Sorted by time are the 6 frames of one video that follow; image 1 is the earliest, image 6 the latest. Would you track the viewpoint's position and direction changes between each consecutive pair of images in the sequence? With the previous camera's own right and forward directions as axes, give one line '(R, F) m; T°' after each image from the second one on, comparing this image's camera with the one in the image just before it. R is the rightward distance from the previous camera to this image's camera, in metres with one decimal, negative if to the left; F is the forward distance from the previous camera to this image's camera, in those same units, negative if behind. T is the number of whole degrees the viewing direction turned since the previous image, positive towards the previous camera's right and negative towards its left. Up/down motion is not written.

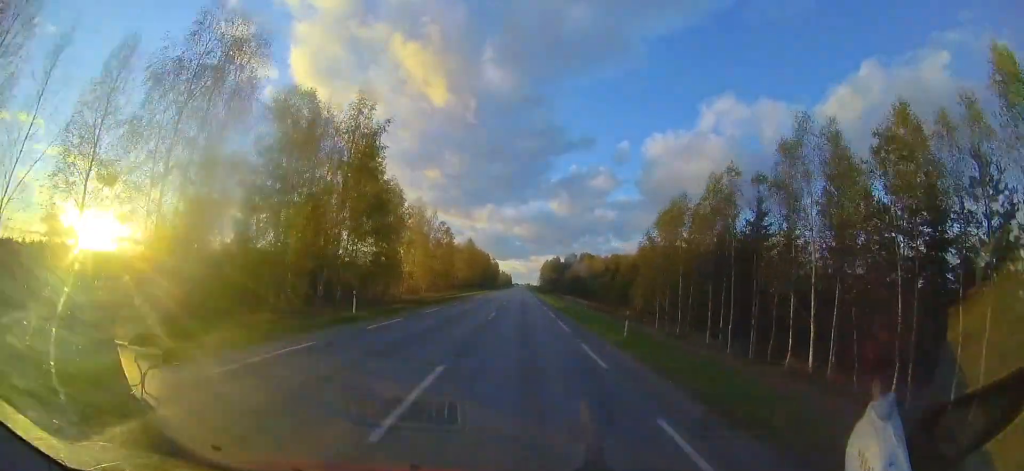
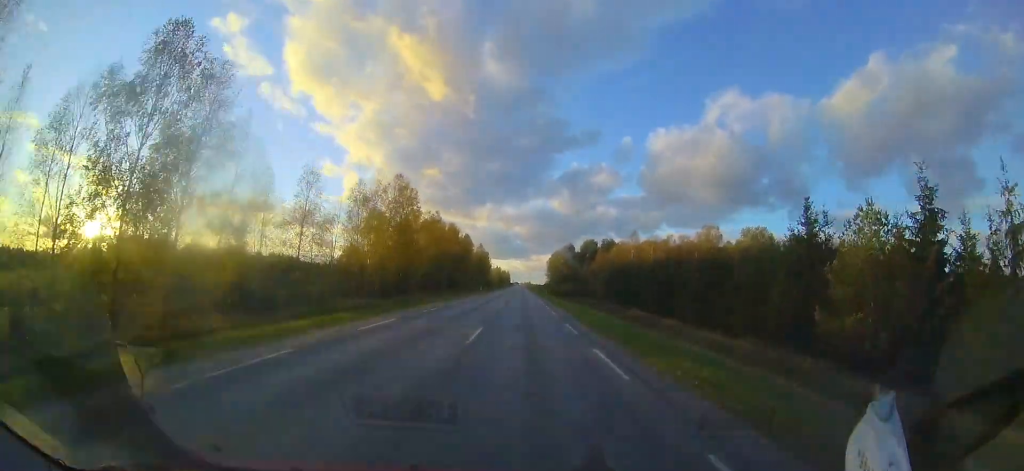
(+0.8, +54.2) m; 0°
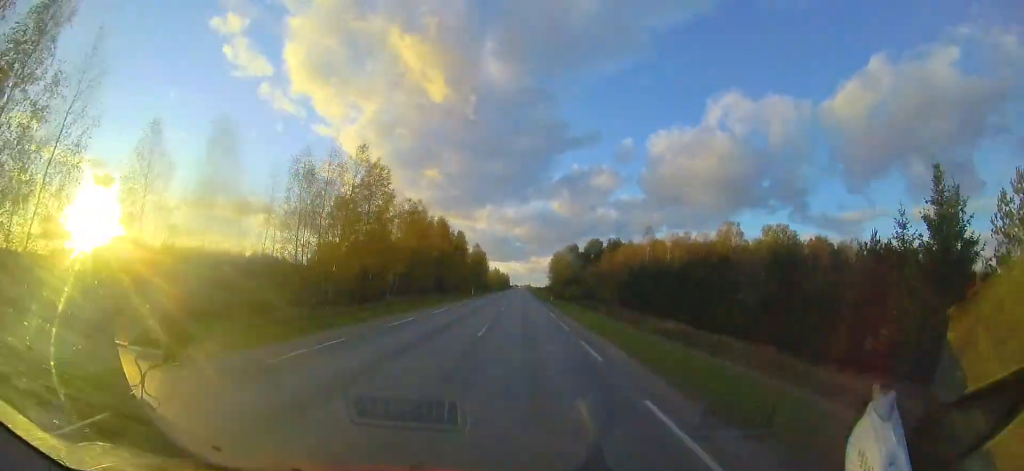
(-0.2, +10.2) m; 0°
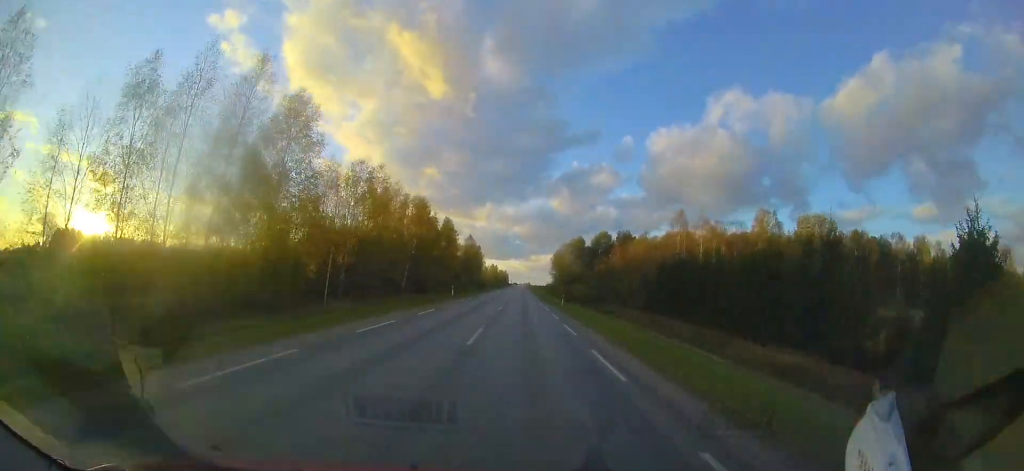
(-0.1, +13.9) m; 0°
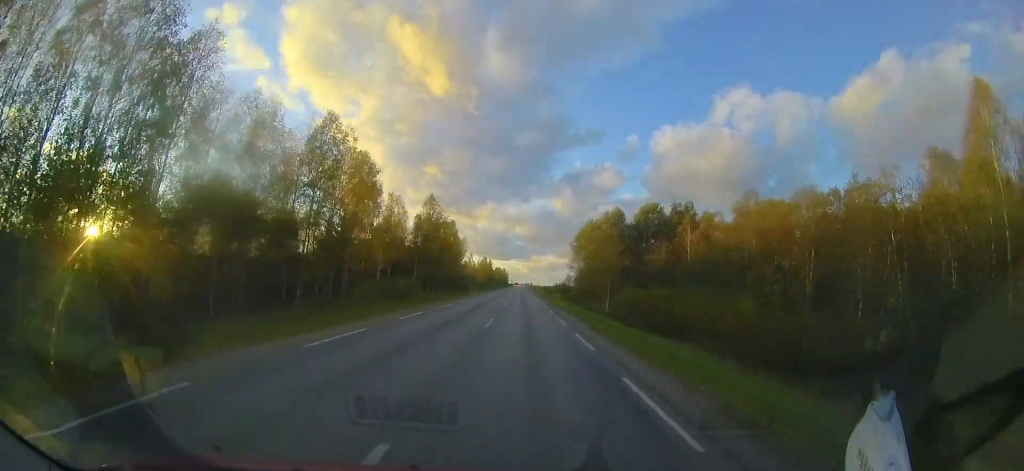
(0.0, +45.3) m; 0°
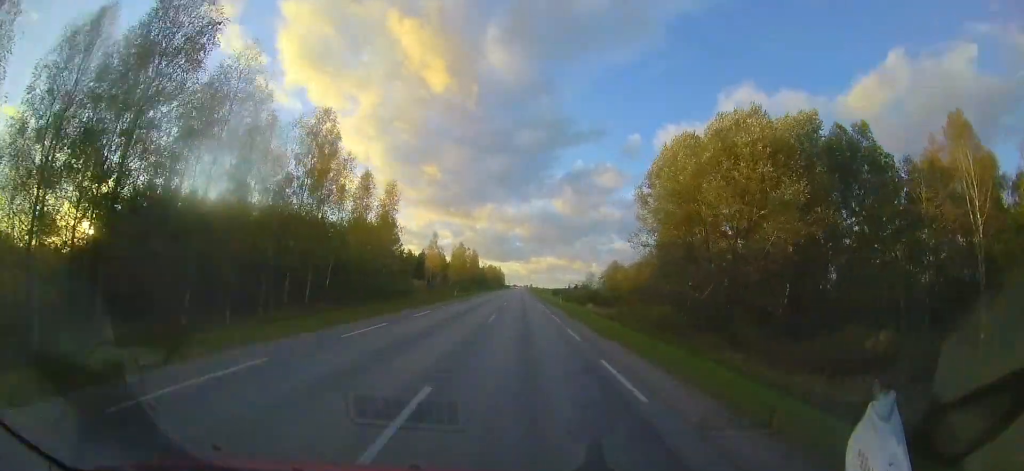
(+0.3, +46.4) m; 0°
